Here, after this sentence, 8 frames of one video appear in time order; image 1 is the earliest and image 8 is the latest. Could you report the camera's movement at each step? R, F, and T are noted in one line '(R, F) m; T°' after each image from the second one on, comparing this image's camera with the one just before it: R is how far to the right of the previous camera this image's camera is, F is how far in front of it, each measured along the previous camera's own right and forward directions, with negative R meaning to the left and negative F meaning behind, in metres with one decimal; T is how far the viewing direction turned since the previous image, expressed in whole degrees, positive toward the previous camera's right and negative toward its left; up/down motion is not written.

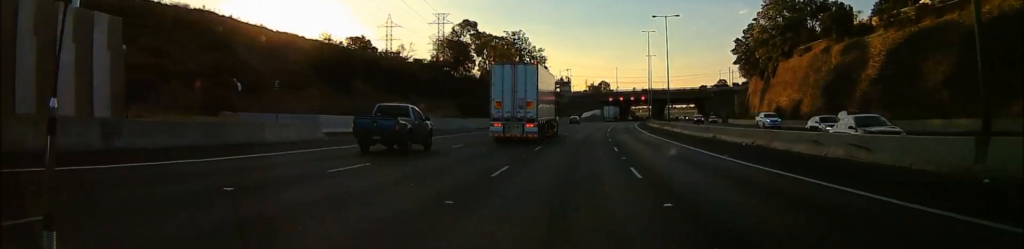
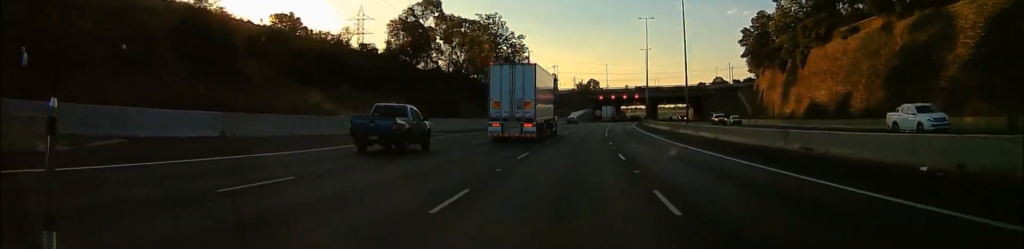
(0.0, +18.4) m; 0°
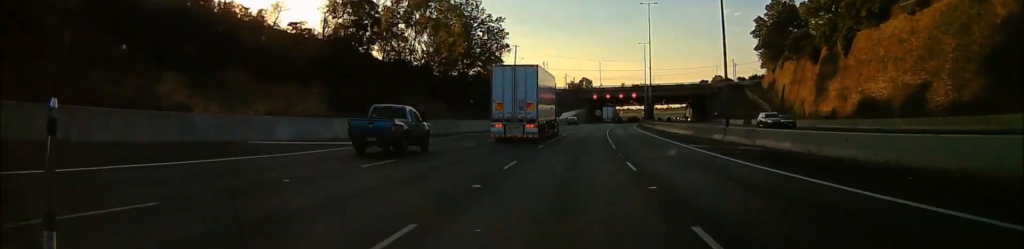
(0.0, +16.5) m; 0°
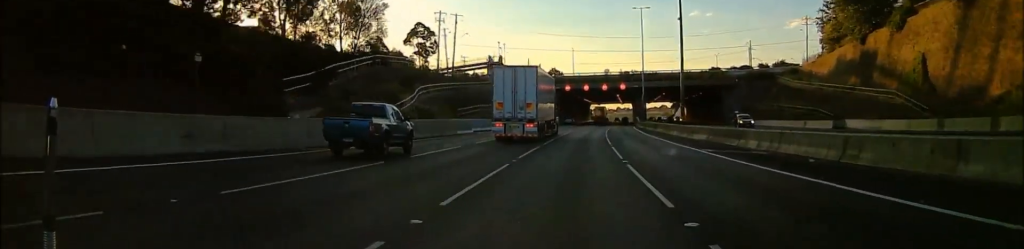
(0.0, +51.3) m; 0°
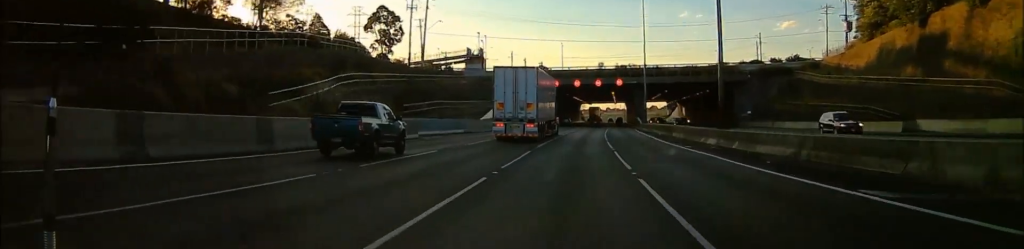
(0.0, +16.4) m; 0°
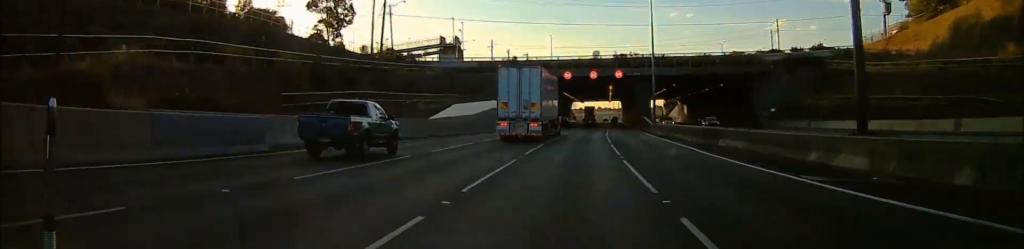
(0.0, +18.2) m; 0°
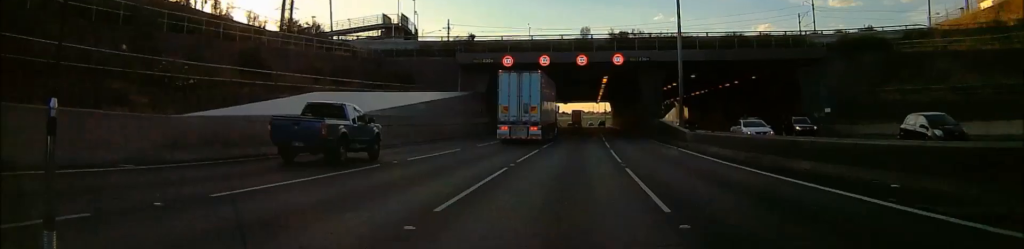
(0.0, +26.3) m; 0°
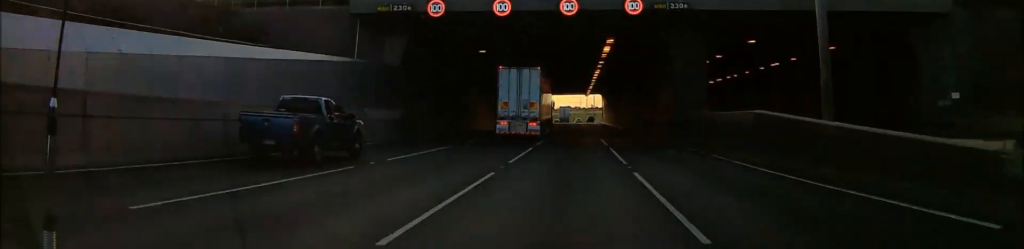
(0.0, +27.1) m; 0°
